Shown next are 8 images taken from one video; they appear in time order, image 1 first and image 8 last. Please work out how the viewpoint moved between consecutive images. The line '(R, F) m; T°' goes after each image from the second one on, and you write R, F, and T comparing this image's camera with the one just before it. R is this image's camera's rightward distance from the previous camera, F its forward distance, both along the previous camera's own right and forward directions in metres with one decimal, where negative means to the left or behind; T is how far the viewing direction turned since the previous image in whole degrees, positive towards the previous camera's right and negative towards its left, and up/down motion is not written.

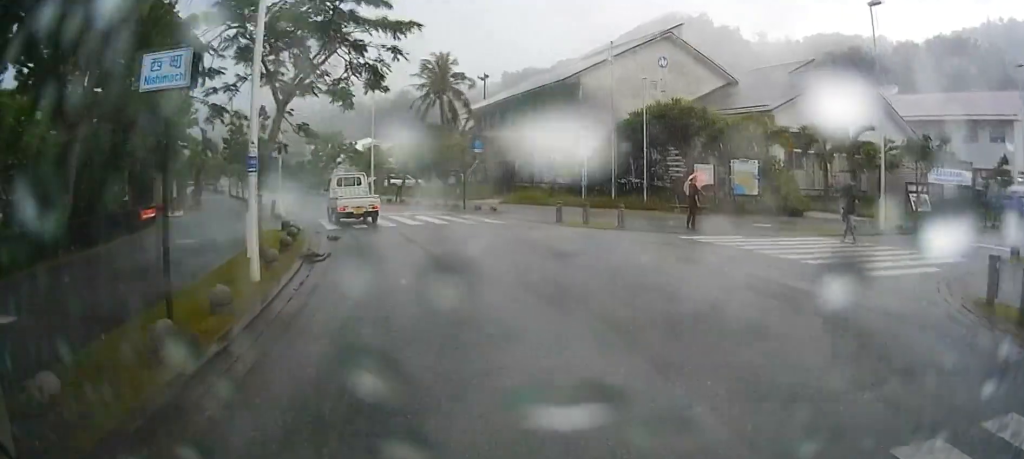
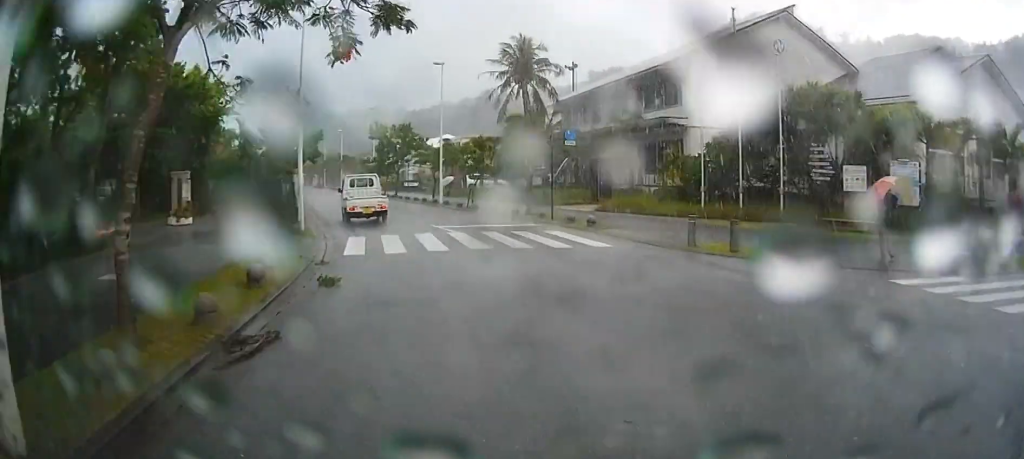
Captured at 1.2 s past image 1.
(-0.5, +6.8) m; -6°
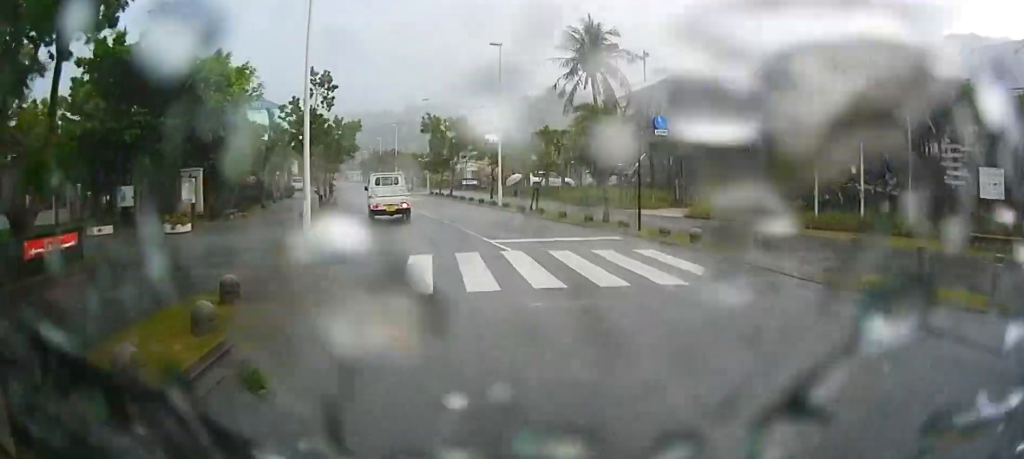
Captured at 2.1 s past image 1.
(-0.1, +5.1) m; -3°
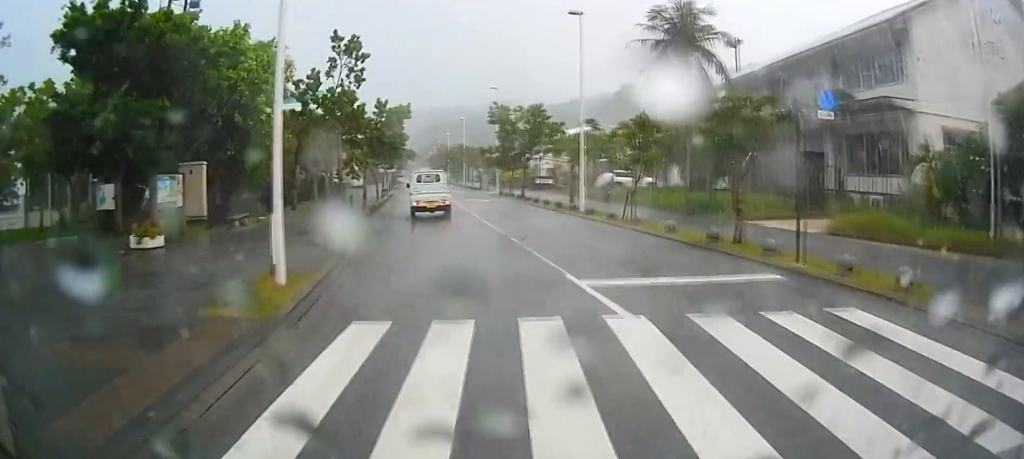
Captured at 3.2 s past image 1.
(-0.2, +6.0) m; -6°
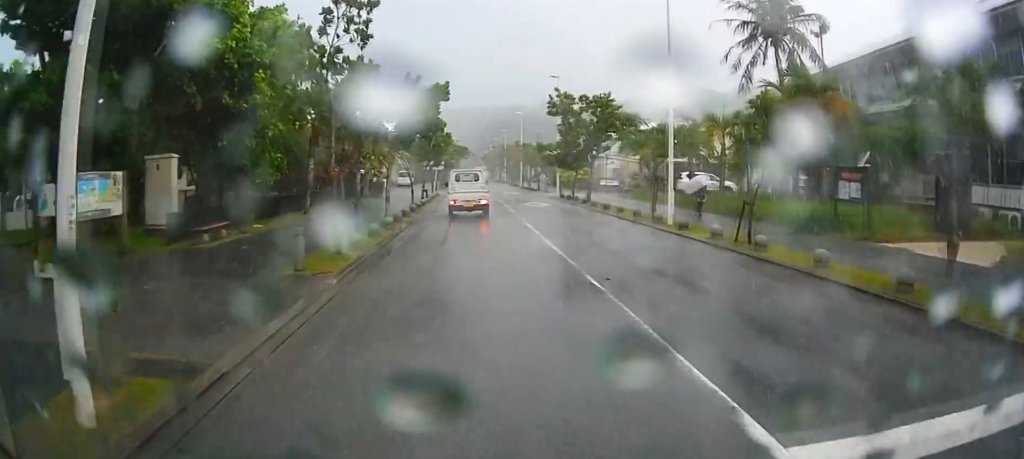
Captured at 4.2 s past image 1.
(-0.3, +5.6) m; -5°
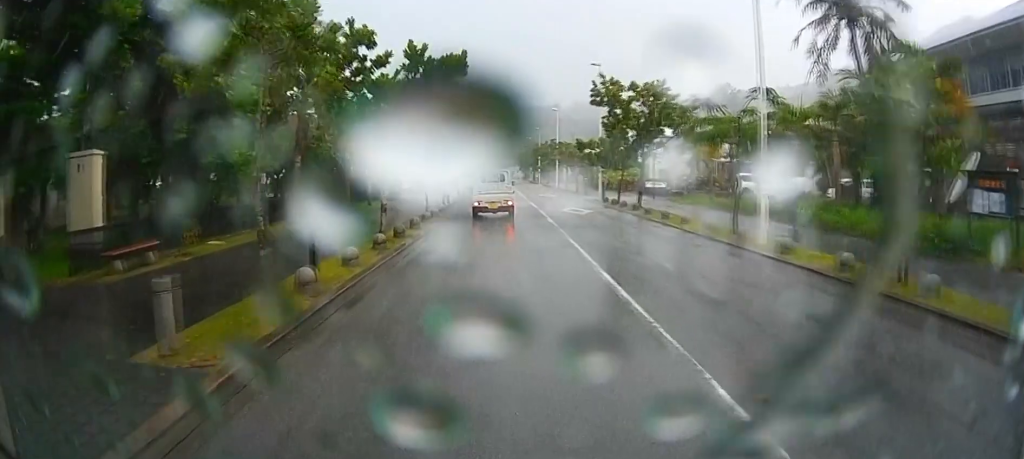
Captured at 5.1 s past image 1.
(-0.2, +4.9) m; -7°
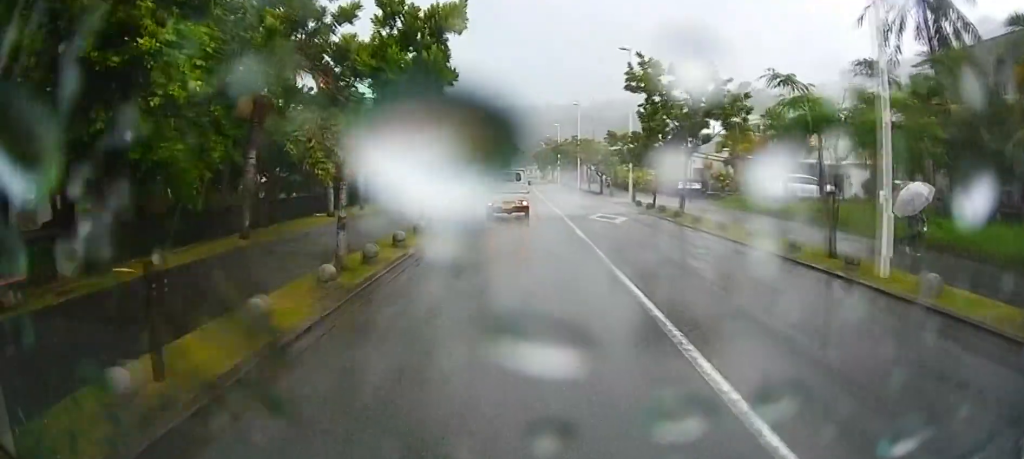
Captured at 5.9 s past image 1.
(-0.3, +4.3) m; -8°
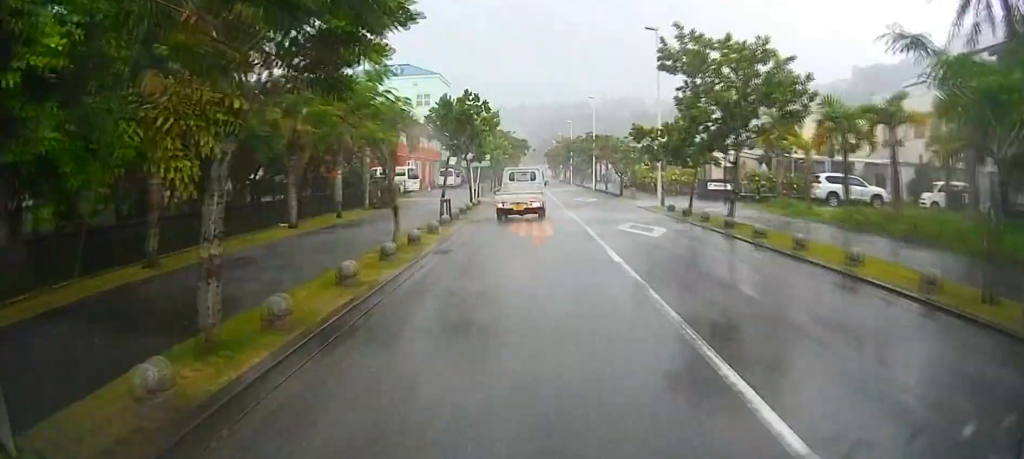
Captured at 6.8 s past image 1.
(-0.3, +4.5) m; -6°
